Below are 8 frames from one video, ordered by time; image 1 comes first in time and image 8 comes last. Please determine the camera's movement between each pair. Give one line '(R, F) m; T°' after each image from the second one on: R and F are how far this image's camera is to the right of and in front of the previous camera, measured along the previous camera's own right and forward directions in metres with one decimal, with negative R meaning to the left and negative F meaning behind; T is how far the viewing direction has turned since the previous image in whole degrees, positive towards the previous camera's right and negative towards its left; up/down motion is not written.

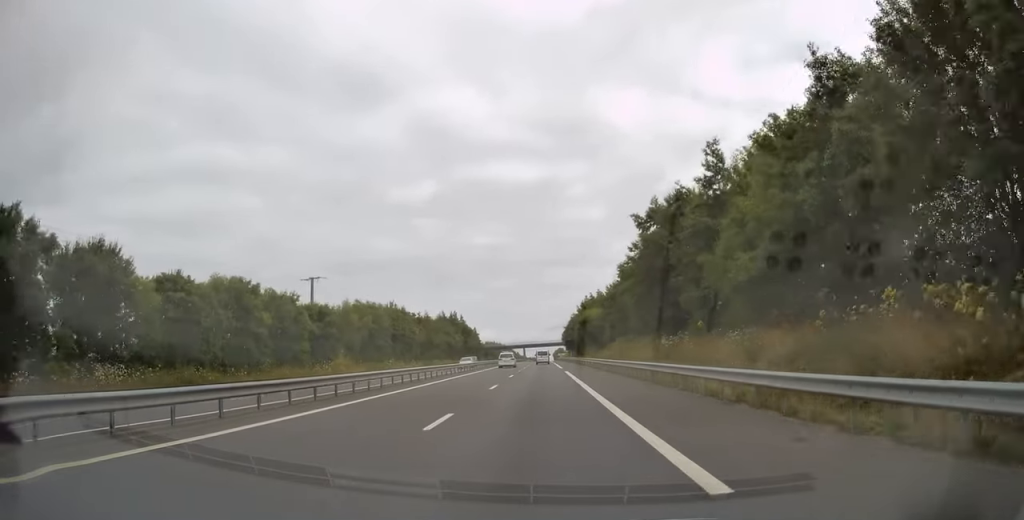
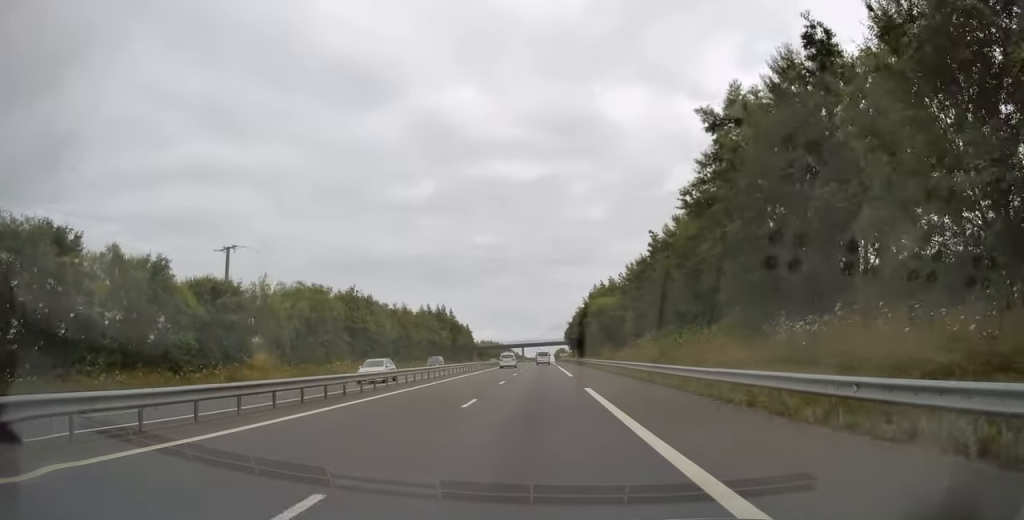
(0.0, +21.2) m; 0°
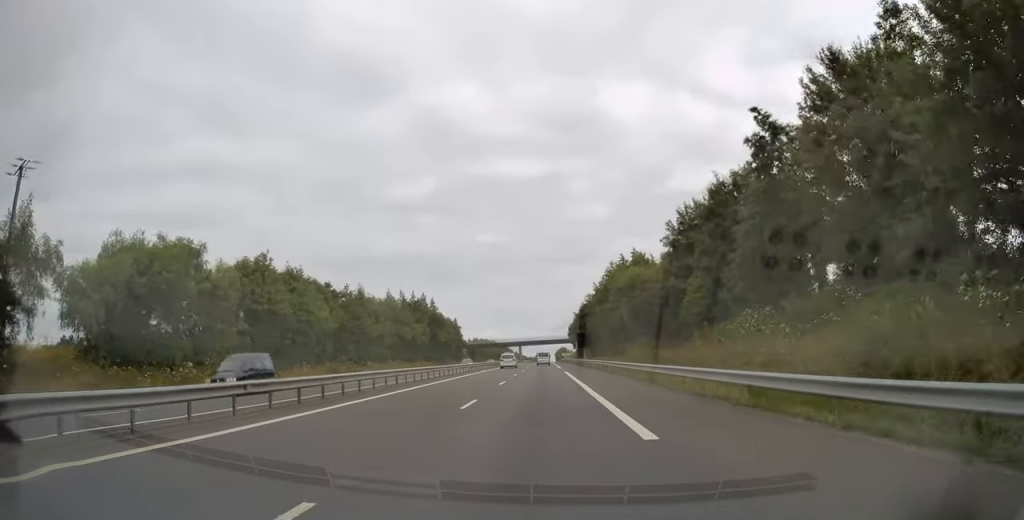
(0.0, +26.4) m; 0°
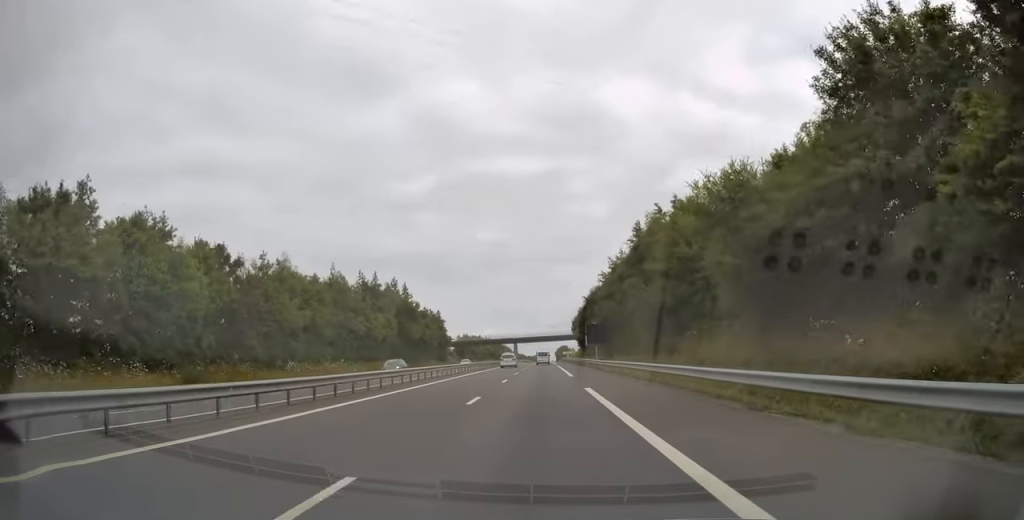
(0.0, +24.8) m; 0°
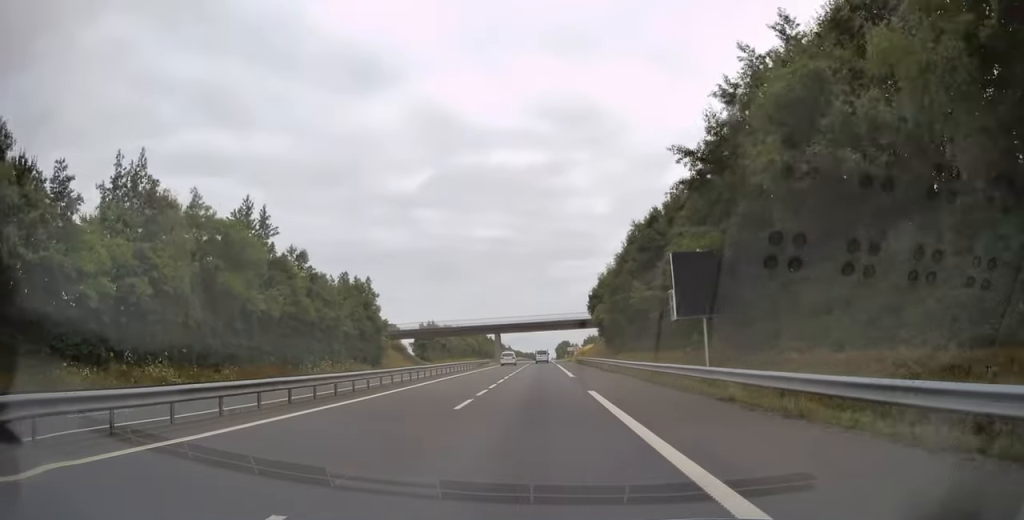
(0.0, +53.6) m; 0°
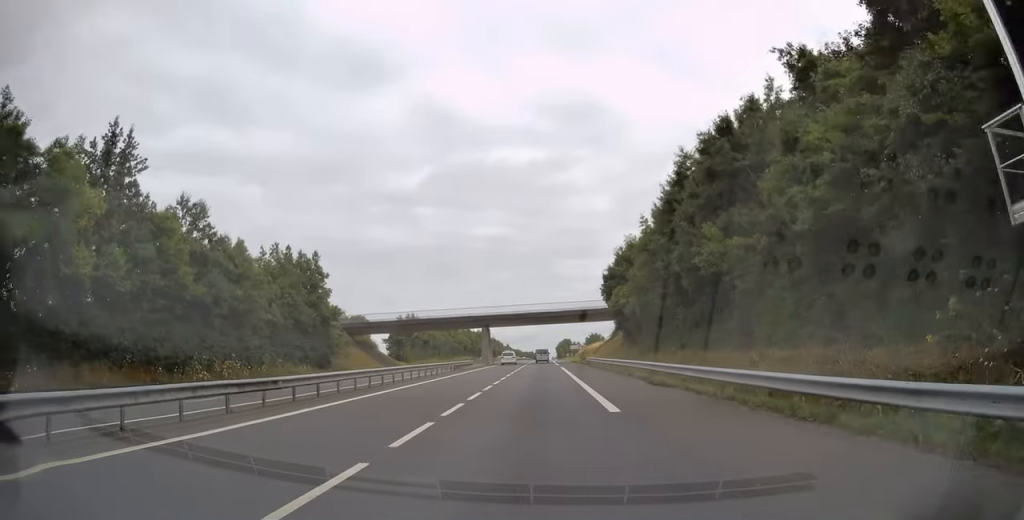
(0.0, +19.6) m; 0°
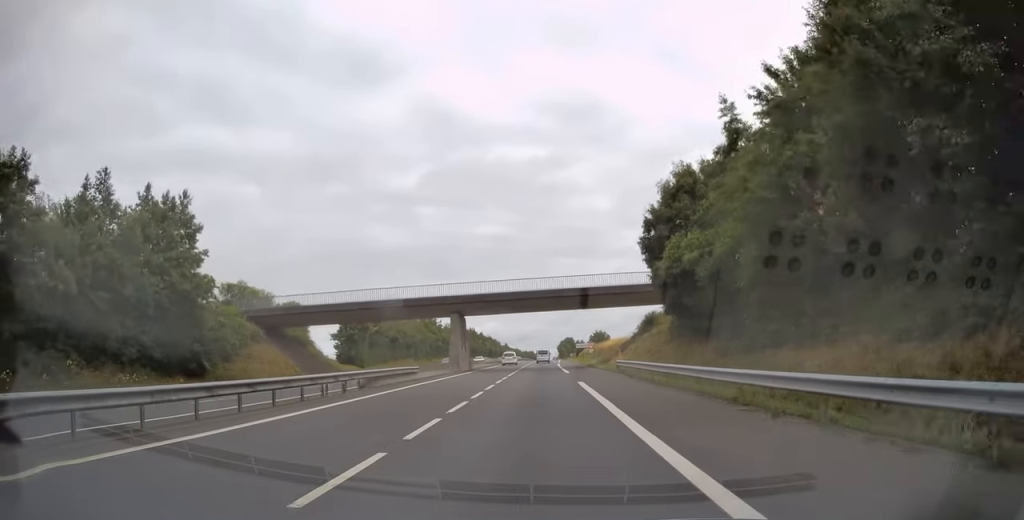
(0.0, +25.3) m; 0°
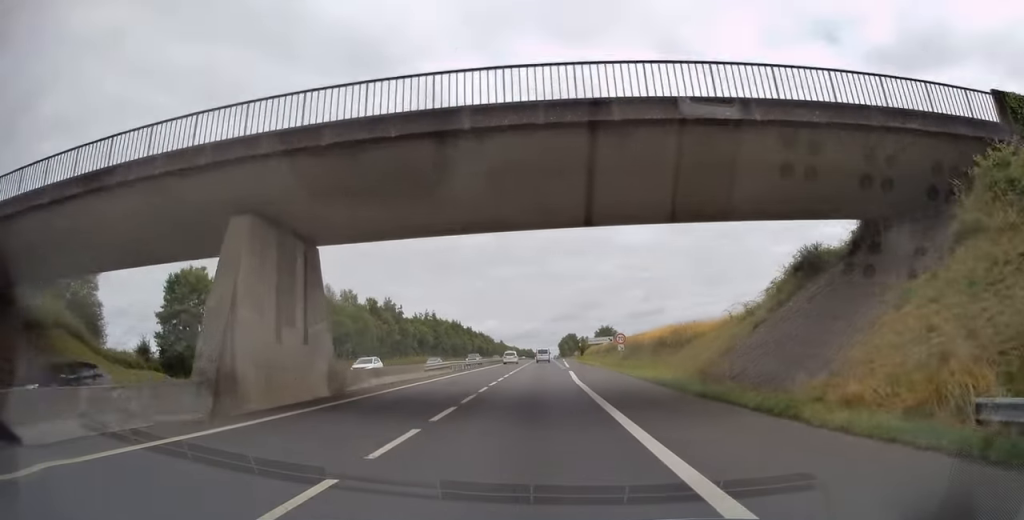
(0.0, +36.7) m; 0°
